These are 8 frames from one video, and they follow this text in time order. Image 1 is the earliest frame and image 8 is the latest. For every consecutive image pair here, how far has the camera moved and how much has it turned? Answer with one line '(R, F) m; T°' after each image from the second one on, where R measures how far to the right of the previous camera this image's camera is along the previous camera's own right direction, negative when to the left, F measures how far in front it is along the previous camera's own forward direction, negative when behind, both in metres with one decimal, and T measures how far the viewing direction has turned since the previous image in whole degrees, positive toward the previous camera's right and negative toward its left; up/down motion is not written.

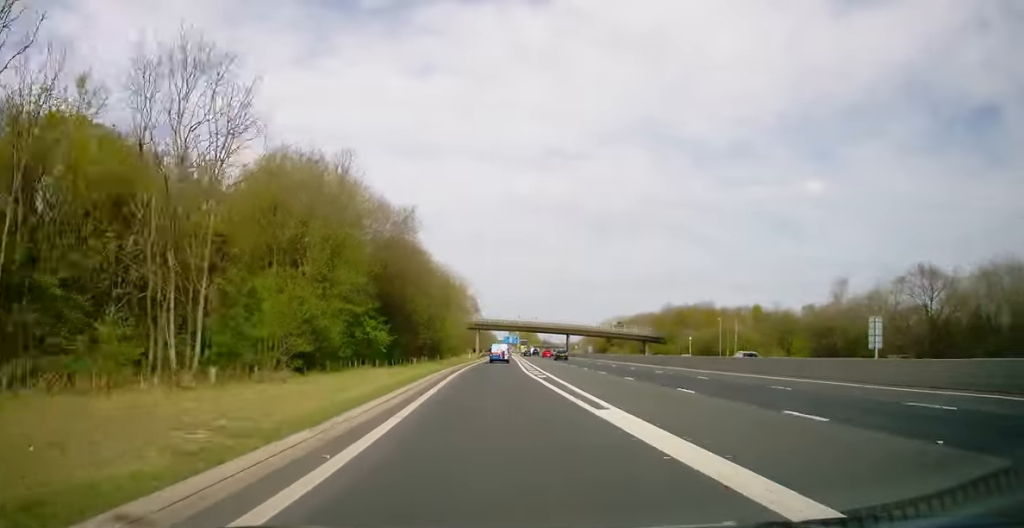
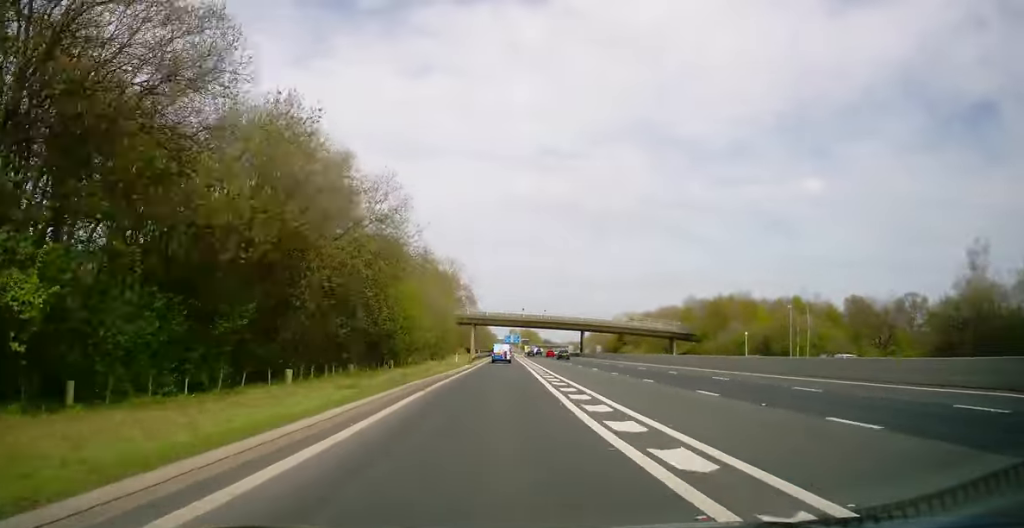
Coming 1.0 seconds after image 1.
(-0.3, +27.9) m; 0°
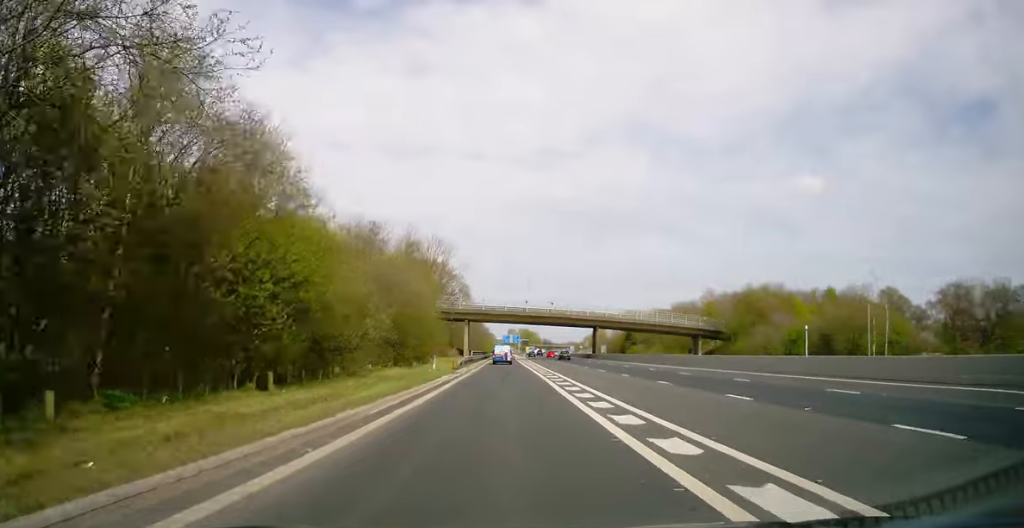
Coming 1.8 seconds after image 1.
(+0.1, +19.6) m; +1°
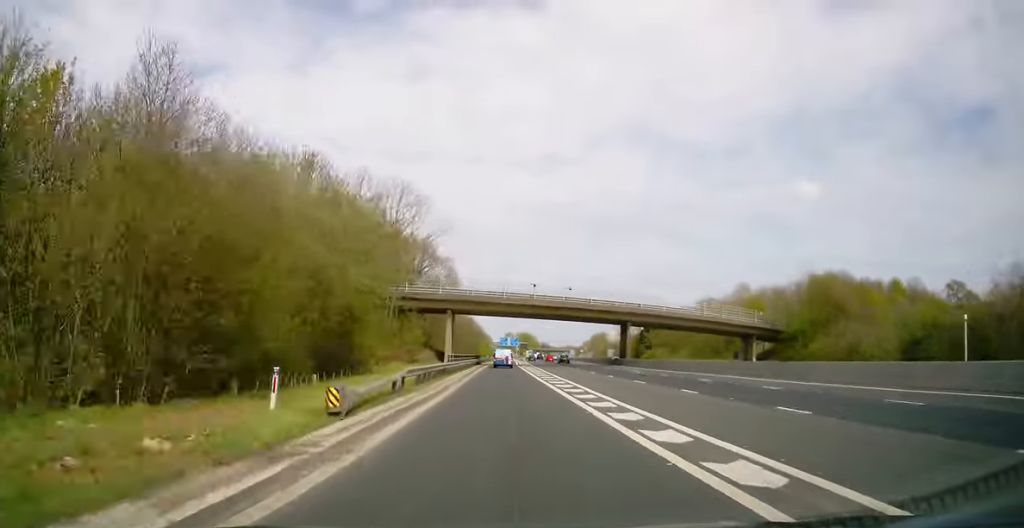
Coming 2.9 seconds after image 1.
(+0.3, +29.3) m; 0°
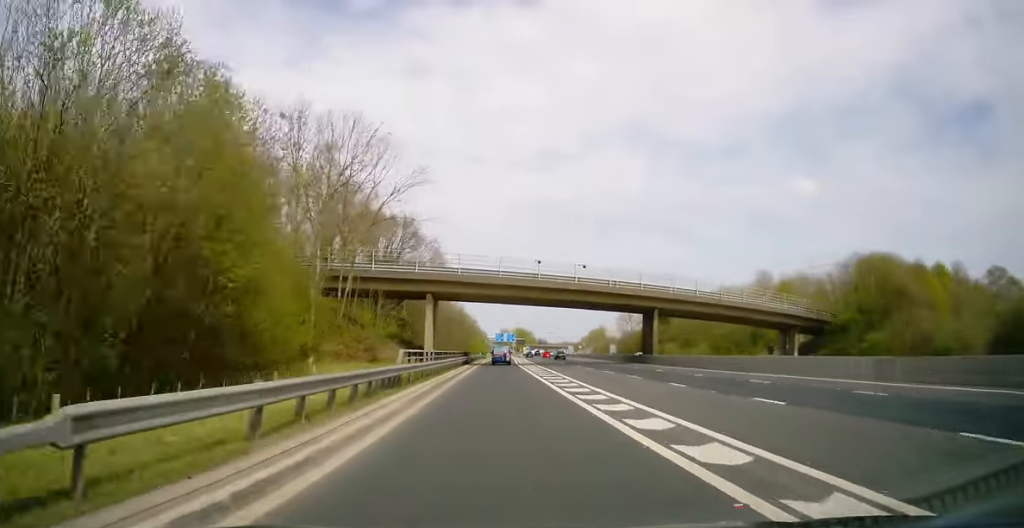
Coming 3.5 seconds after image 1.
(-0.1, +16.0) m; 0°
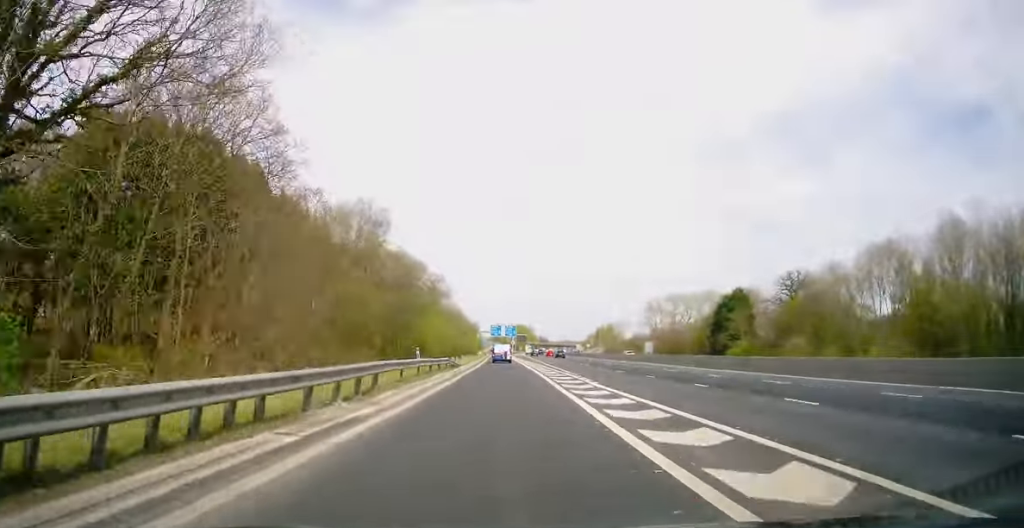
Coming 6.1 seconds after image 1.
(+0.3, +70.4) m; 0°
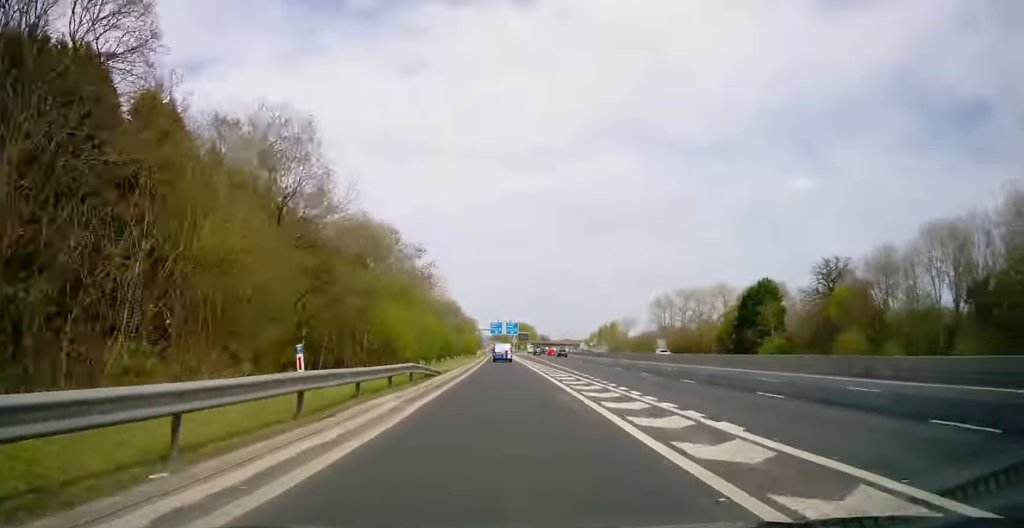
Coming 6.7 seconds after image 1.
(0.0, +15.0) m; 0°
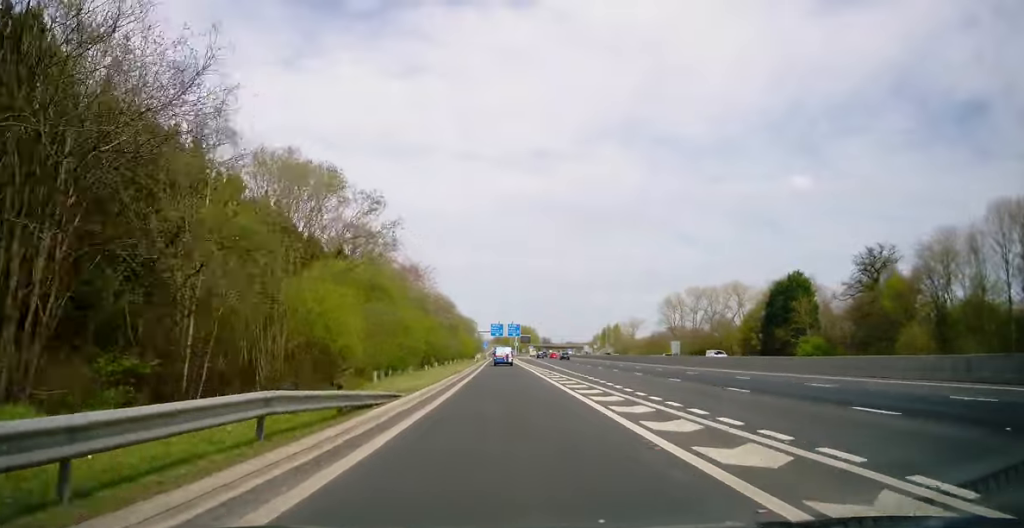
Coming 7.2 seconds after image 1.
(-0.1, +14.1) m; 0°
